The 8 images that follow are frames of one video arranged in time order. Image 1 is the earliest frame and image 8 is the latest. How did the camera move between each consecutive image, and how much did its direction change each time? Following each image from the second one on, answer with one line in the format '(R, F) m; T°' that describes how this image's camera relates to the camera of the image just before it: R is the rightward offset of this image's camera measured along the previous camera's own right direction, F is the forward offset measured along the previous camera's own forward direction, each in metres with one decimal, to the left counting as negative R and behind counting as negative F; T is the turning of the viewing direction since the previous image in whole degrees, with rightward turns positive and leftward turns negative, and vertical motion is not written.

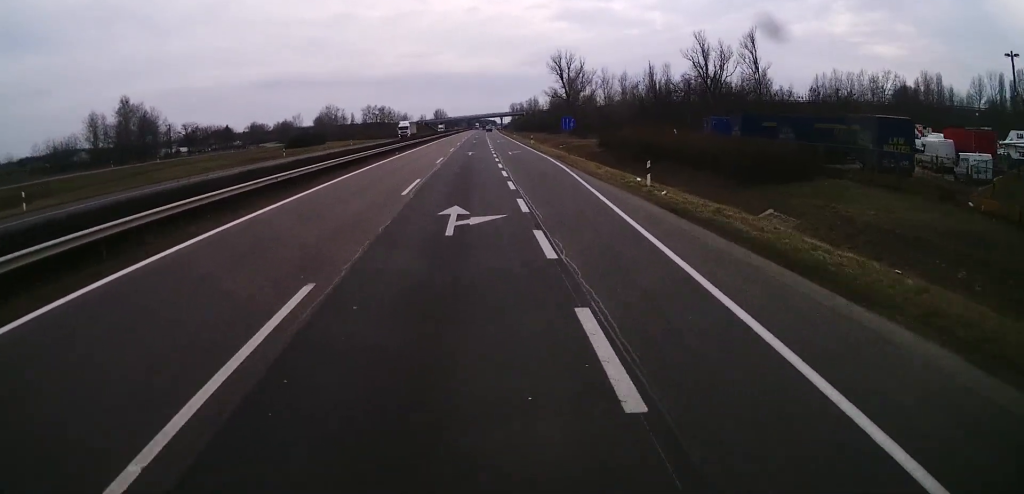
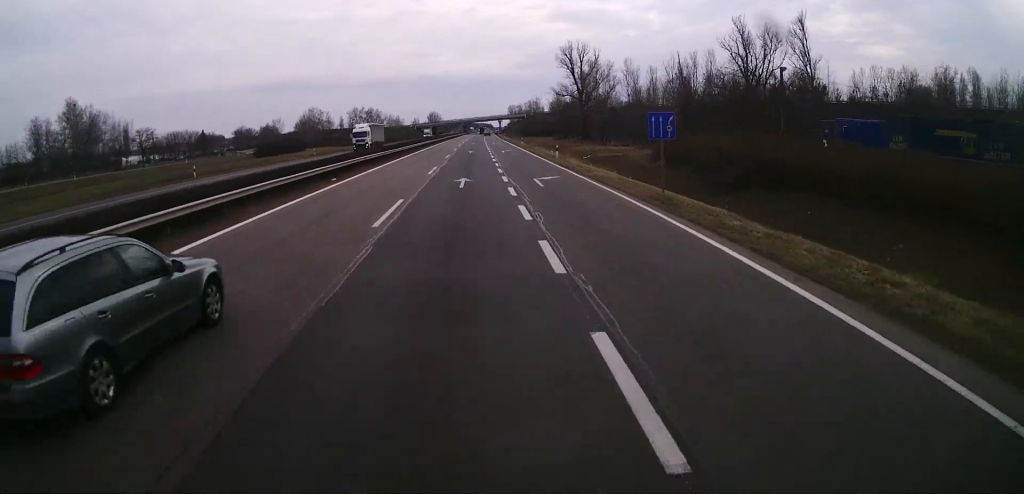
(0.0, +24.9) m; 0°
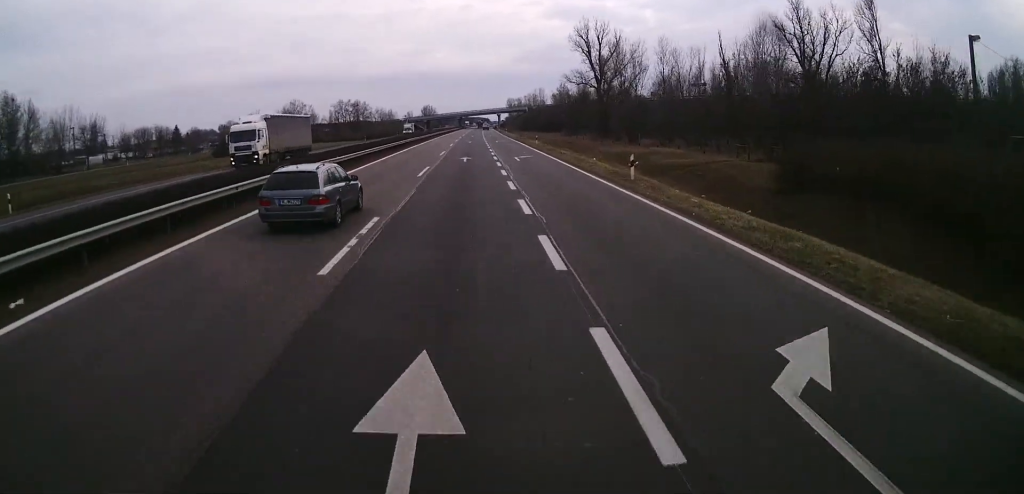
(0.0, +24.1) m; +1°
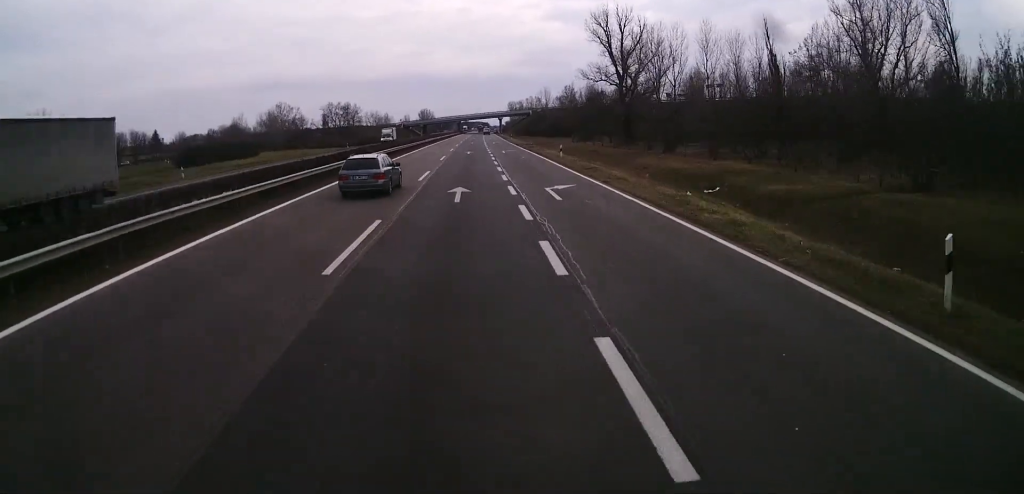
(+0.2, +18.2) m; +1°
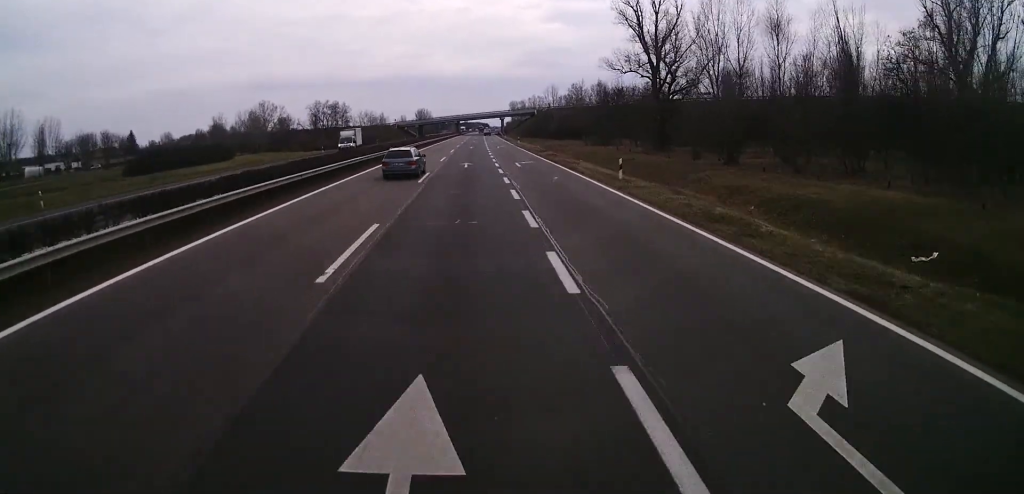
(+0.1, +19.0) m; 0°
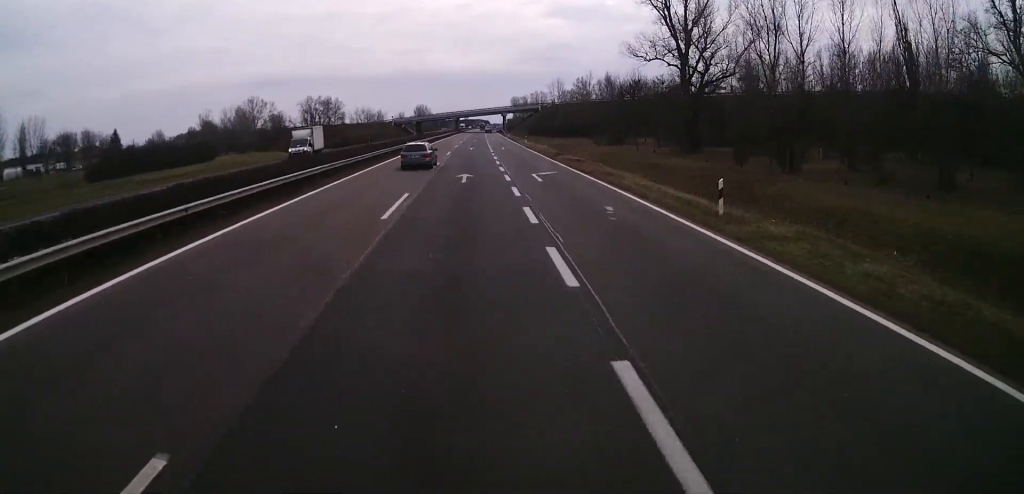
(+0.1, +11.6) m; -1°
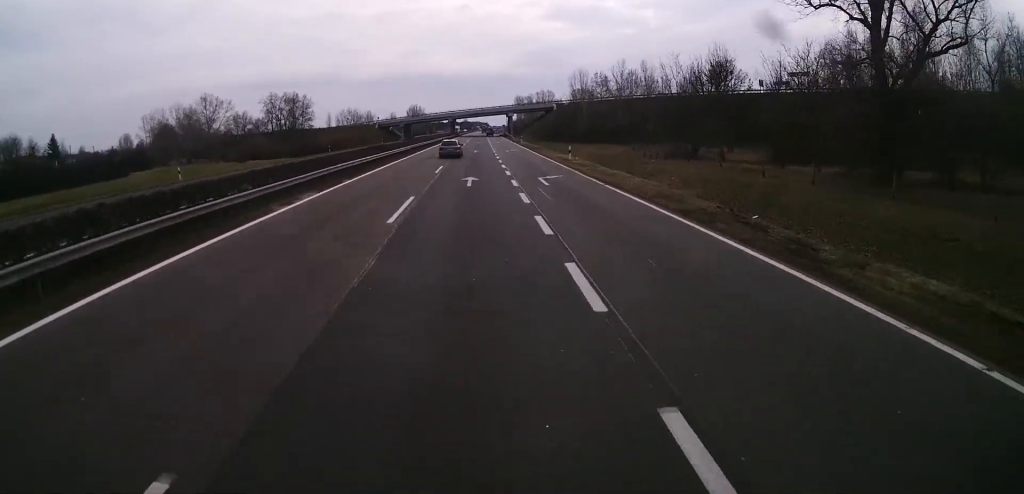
(-0.4, +37.1) m; 0°
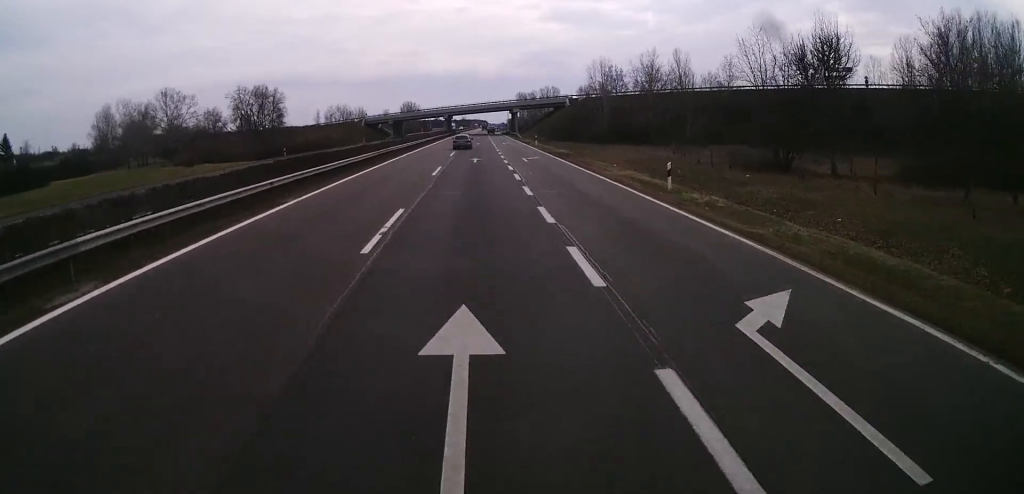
(+0.3, +23.1) m; +1°
